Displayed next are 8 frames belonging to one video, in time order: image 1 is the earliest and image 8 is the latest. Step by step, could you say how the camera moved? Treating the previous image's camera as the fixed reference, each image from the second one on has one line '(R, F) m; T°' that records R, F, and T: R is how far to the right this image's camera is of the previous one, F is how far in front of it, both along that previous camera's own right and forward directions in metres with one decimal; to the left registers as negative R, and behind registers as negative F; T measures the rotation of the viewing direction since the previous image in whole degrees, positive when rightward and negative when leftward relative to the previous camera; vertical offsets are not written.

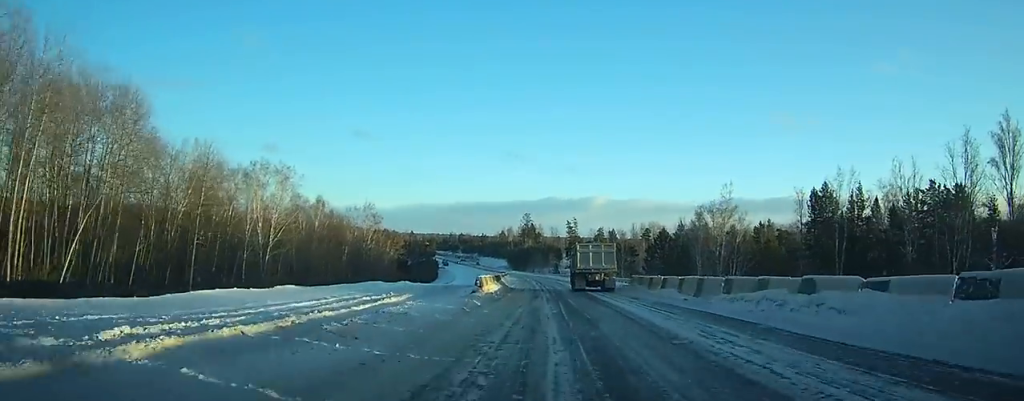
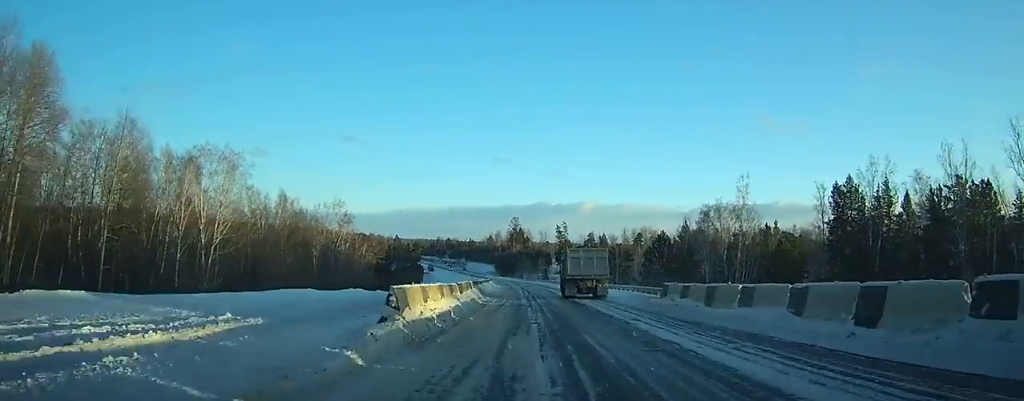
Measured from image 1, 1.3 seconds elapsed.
(0.0, +12.8) m; 0°
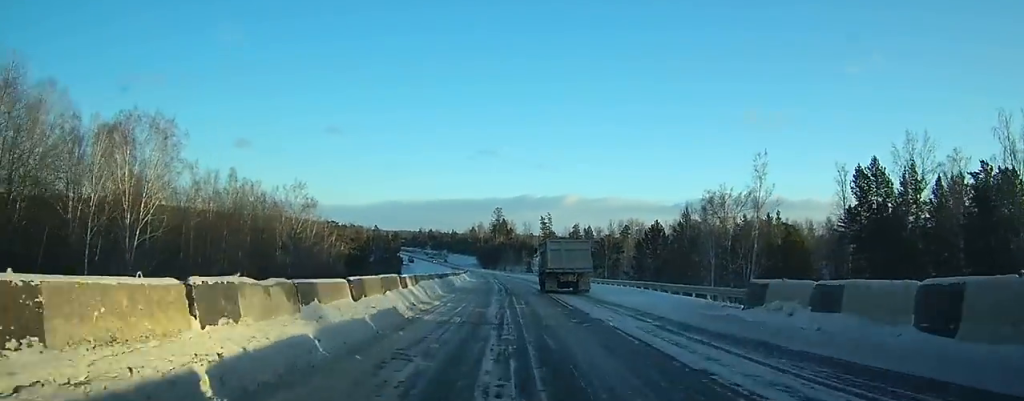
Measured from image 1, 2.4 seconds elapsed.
(0.0, +12.0) m; 0°
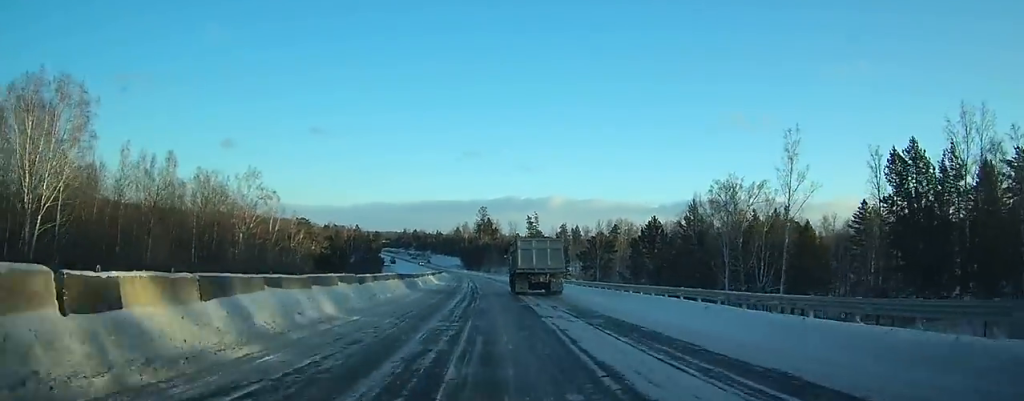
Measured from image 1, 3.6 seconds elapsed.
(0.0, +13.4) m; 0°
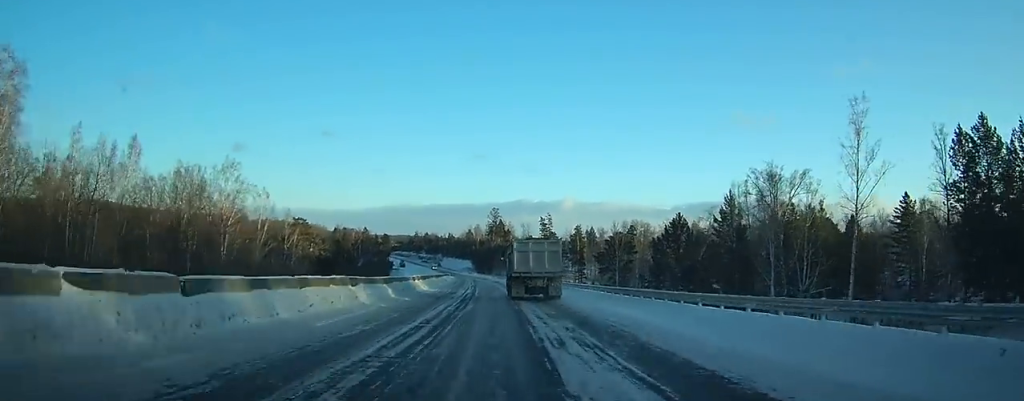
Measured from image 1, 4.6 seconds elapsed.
(0.0, +11.5) m; 0°
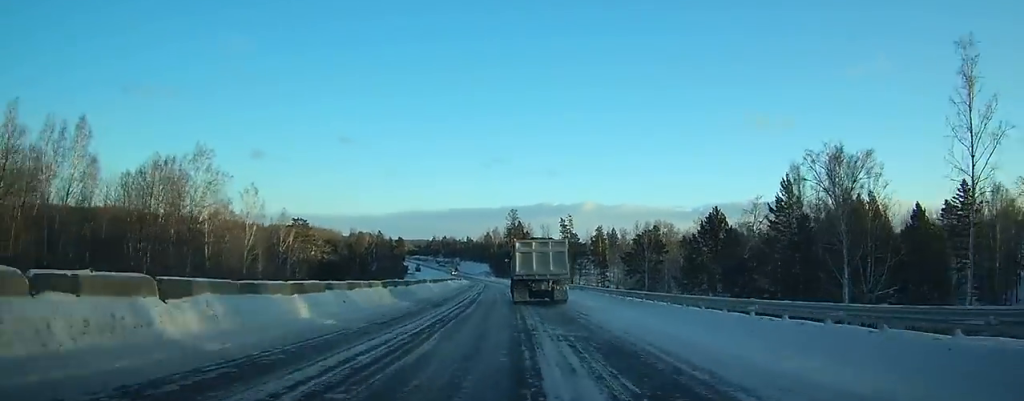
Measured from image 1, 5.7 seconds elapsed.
(+0.1, +12.5) m; 0°
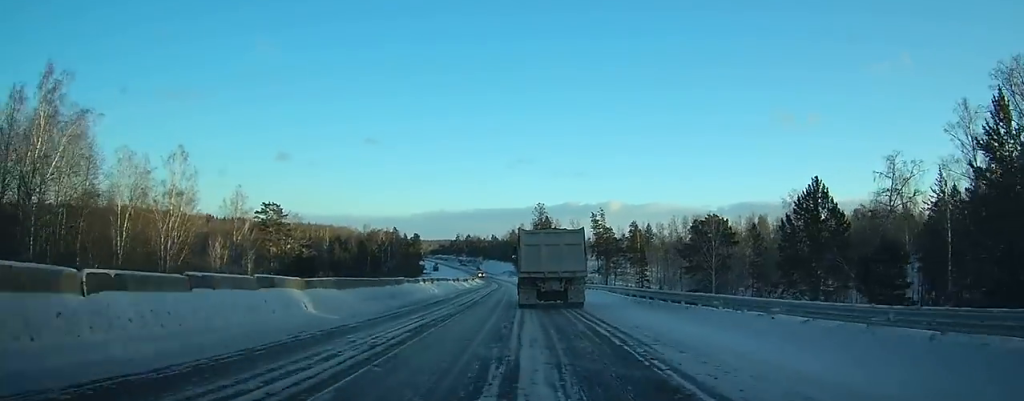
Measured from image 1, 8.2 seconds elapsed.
(-0.5, +30.0) m; -2°
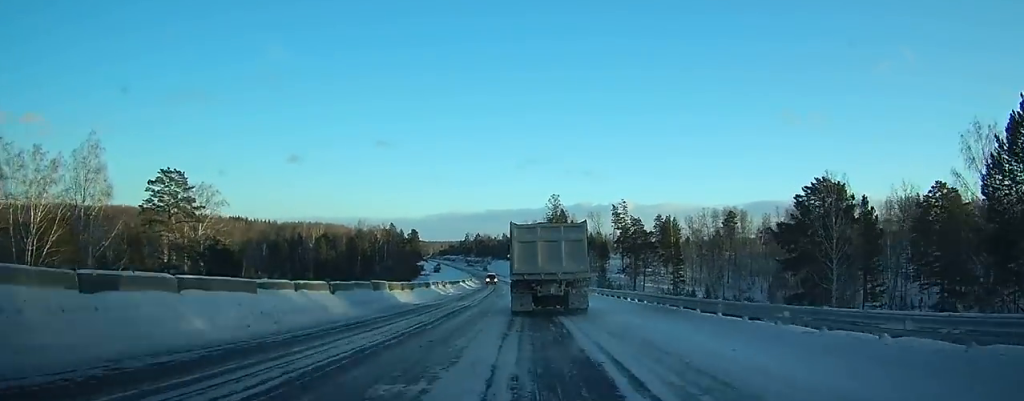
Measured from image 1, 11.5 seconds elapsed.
(-0.5, +38.6) m; -2°
